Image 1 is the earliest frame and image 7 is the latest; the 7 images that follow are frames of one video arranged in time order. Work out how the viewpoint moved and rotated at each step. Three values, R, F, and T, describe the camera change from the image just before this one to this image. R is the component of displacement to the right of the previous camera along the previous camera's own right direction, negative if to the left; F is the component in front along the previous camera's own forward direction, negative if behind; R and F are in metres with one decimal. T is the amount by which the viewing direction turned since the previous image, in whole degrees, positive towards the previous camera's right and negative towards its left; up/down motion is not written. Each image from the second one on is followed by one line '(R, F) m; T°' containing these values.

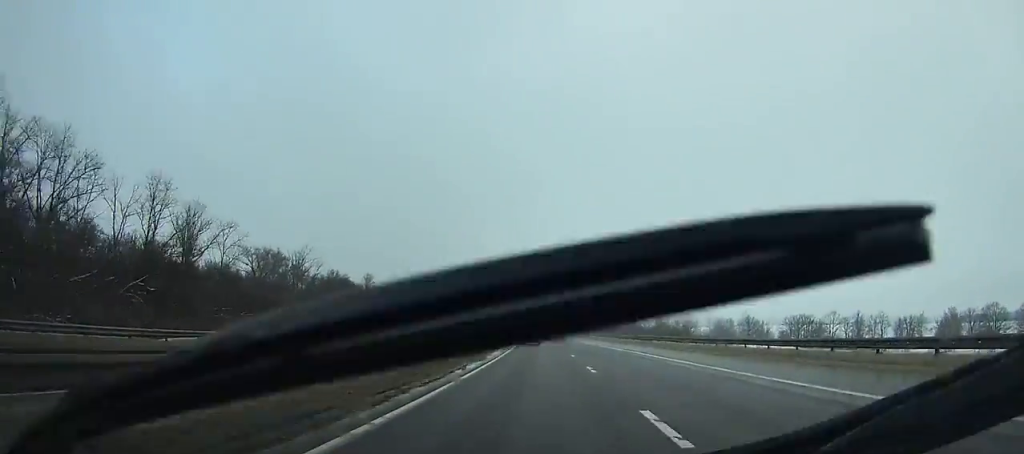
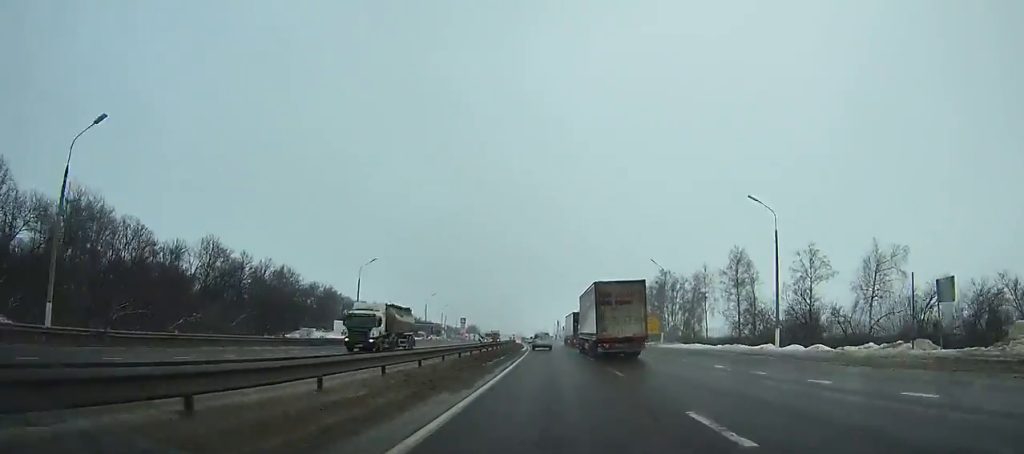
(-14.7, +212.6) m; -8°
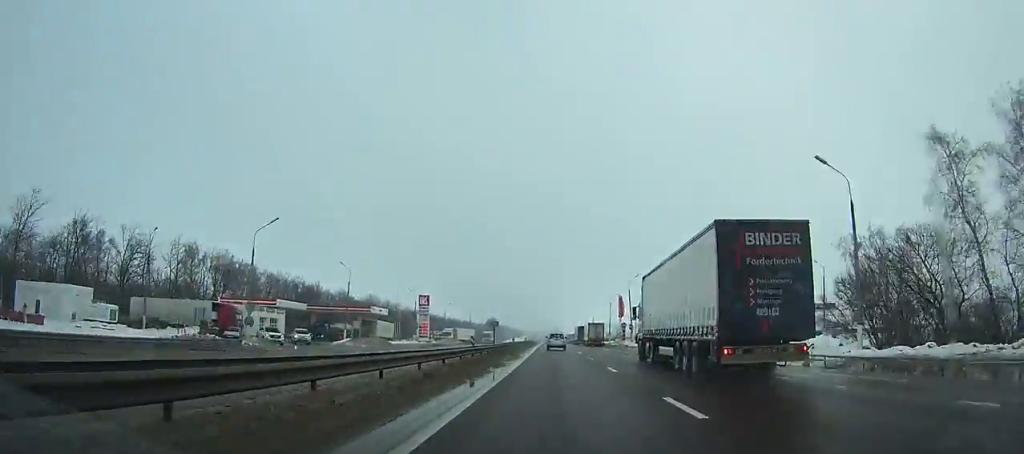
(-3.6, +117.1) m; -3°
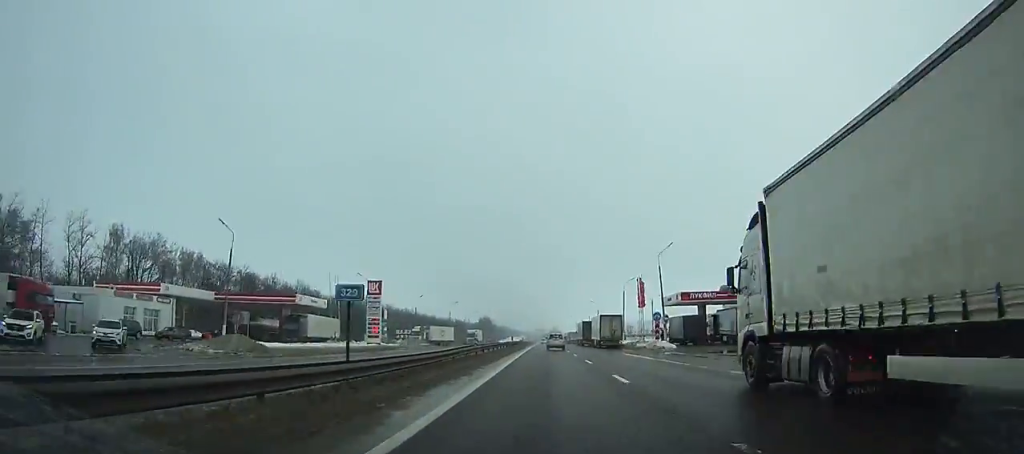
(-0.1, +29.5) m; 0°
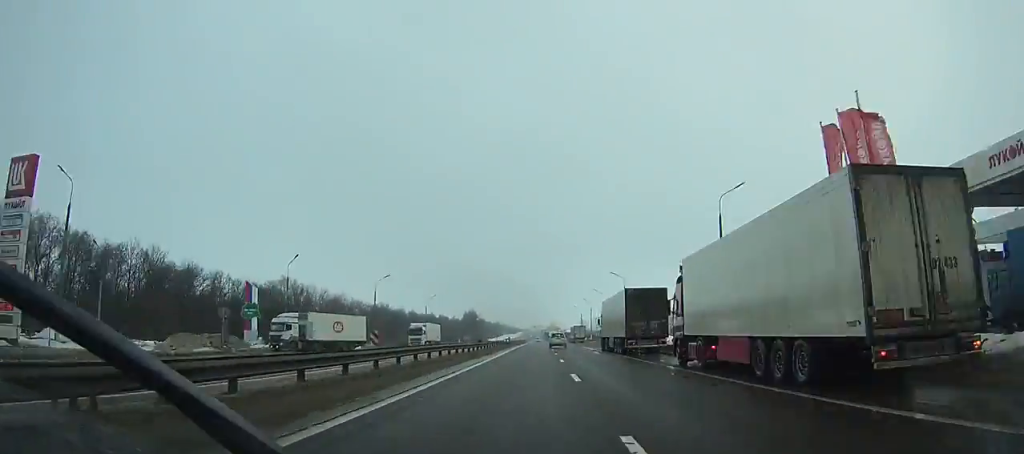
(-0.1, +58.8) m; 0°
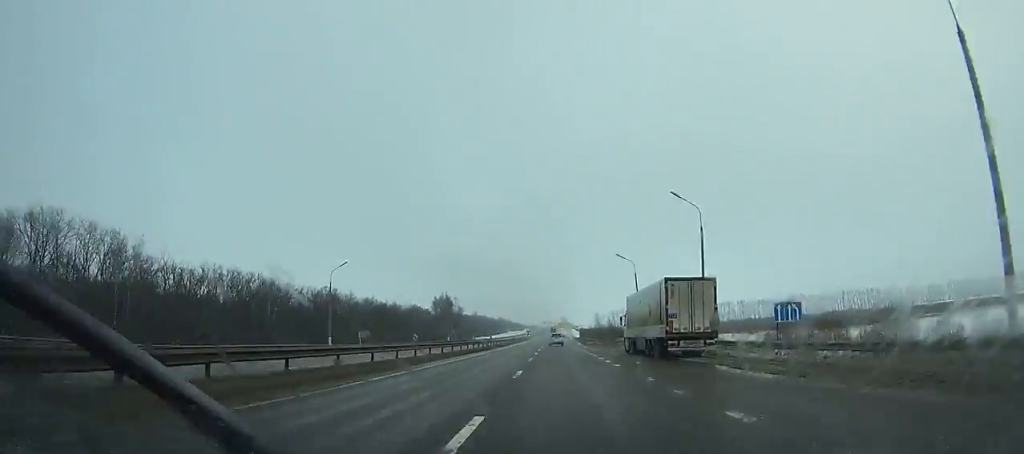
(-0.2, +106.7) m; -1°
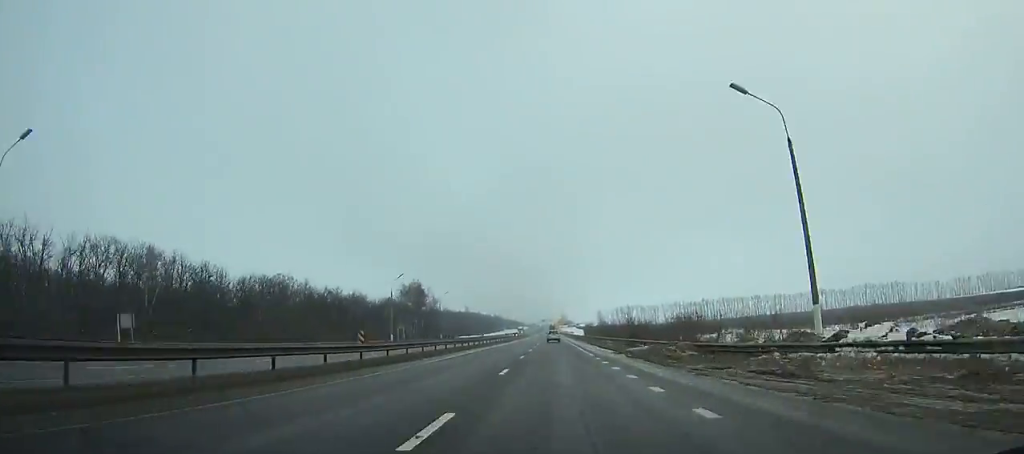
(-0.3, +48.3) m; -1°
